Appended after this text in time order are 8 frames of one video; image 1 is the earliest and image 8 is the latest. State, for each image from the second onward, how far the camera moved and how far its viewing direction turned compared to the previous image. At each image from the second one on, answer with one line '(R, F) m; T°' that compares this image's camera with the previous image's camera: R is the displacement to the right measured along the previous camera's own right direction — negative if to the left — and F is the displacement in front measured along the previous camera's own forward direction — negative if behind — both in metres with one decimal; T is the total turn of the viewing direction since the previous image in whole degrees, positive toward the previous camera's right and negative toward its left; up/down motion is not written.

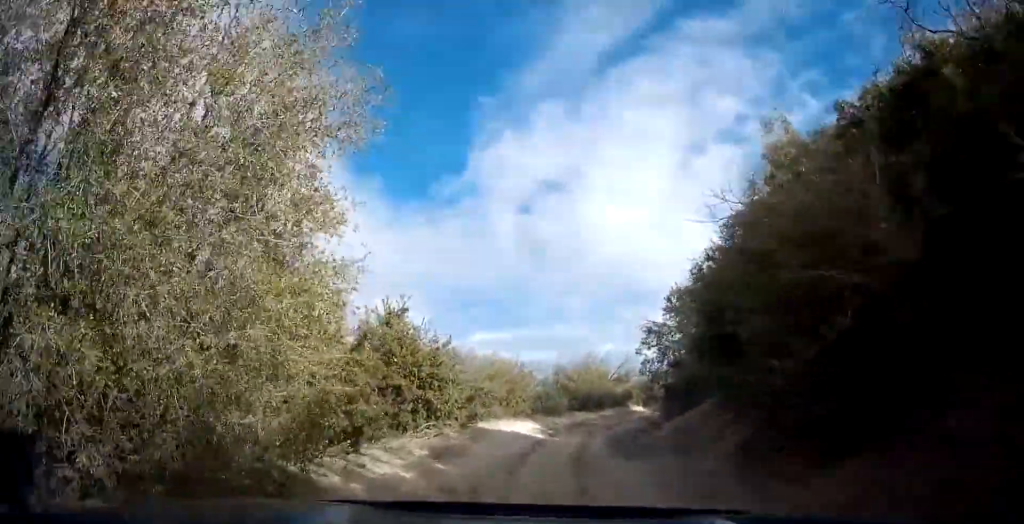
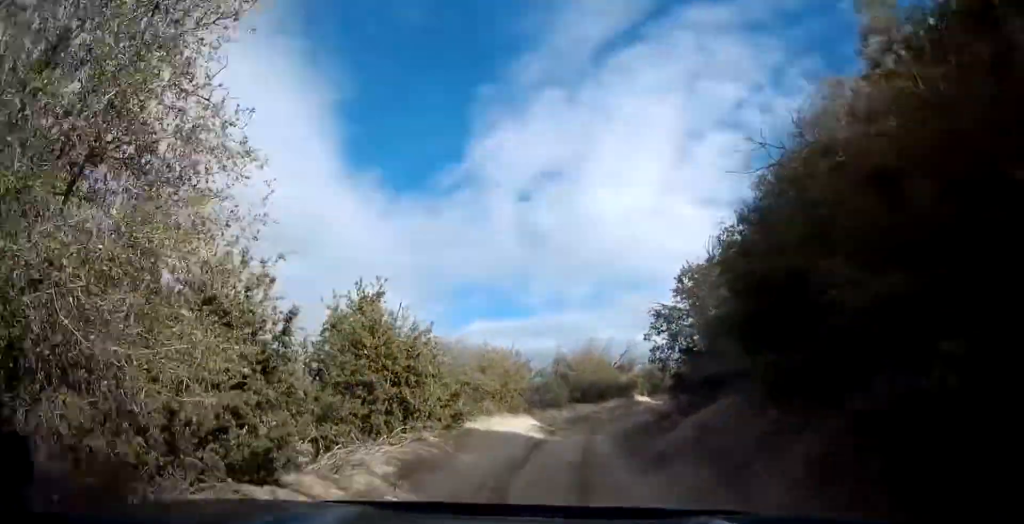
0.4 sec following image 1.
(0.0, +2.5) m; +1°
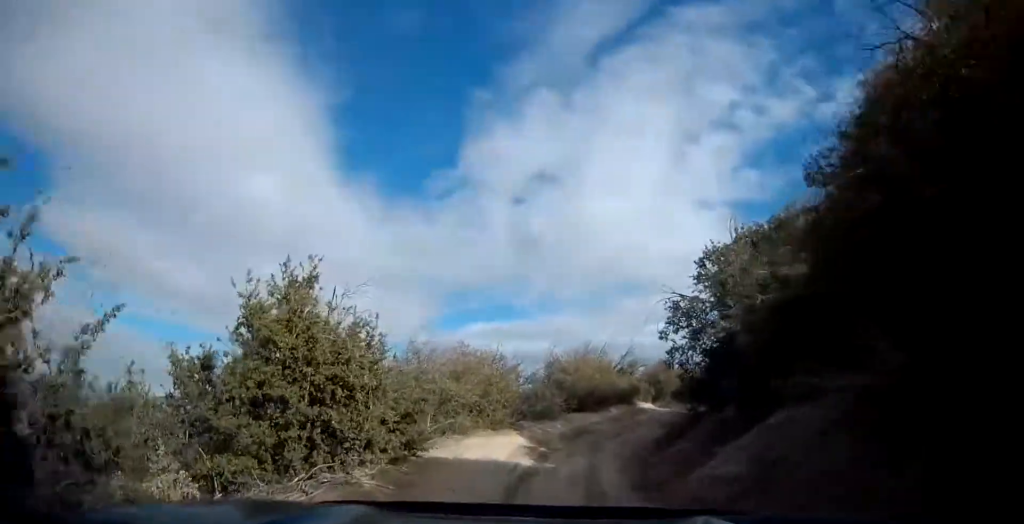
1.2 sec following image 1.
(+0.2, +4.5) m; +1°
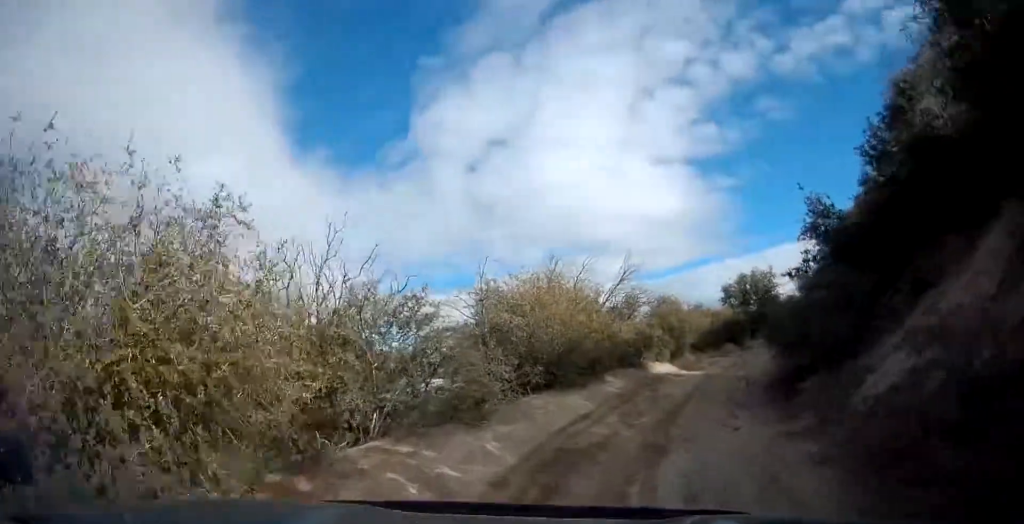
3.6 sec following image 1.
(-0.4, +14.9) m; +2°
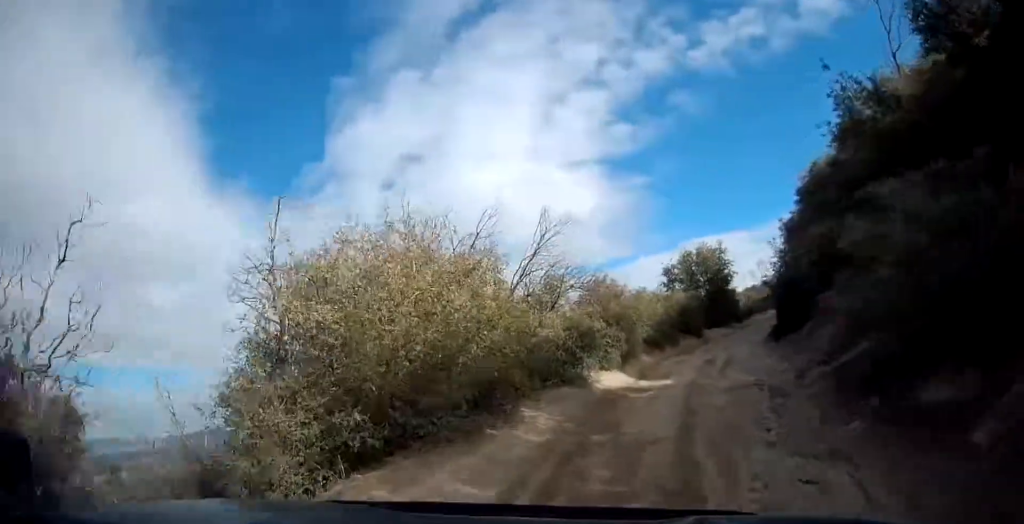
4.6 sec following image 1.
(+0.4, +7.2) m; +8°
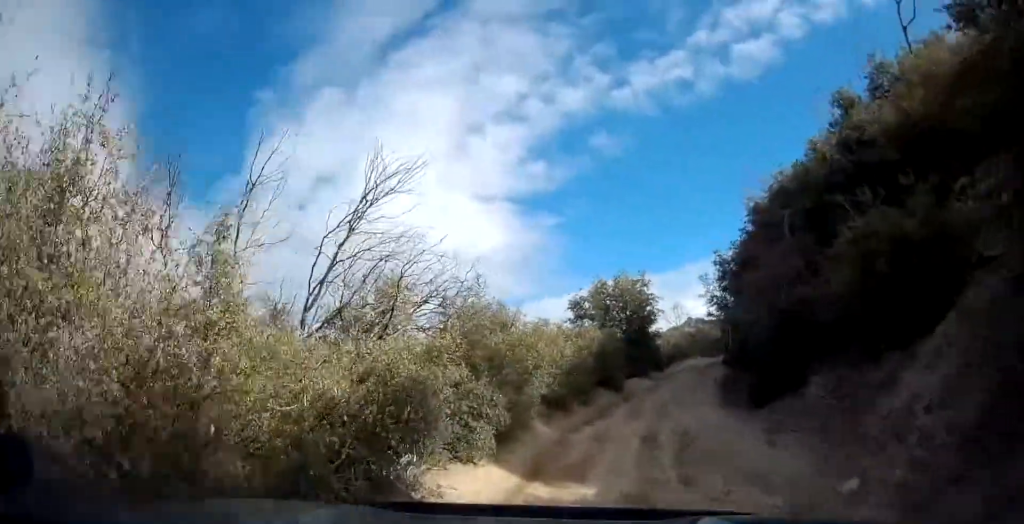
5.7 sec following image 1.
(+0.5, +7.2) m; +7°
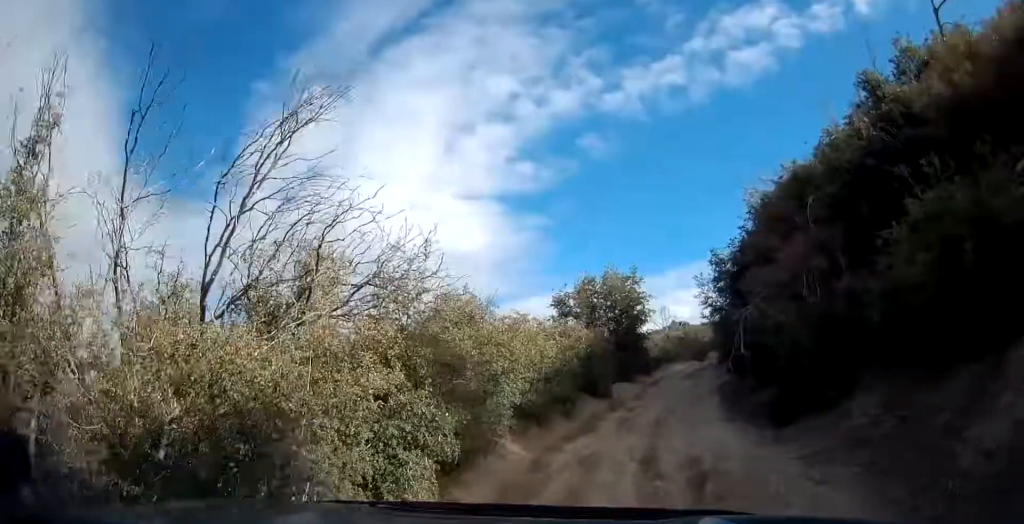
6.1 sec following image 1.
(+0.1, +2.7) m; +2°
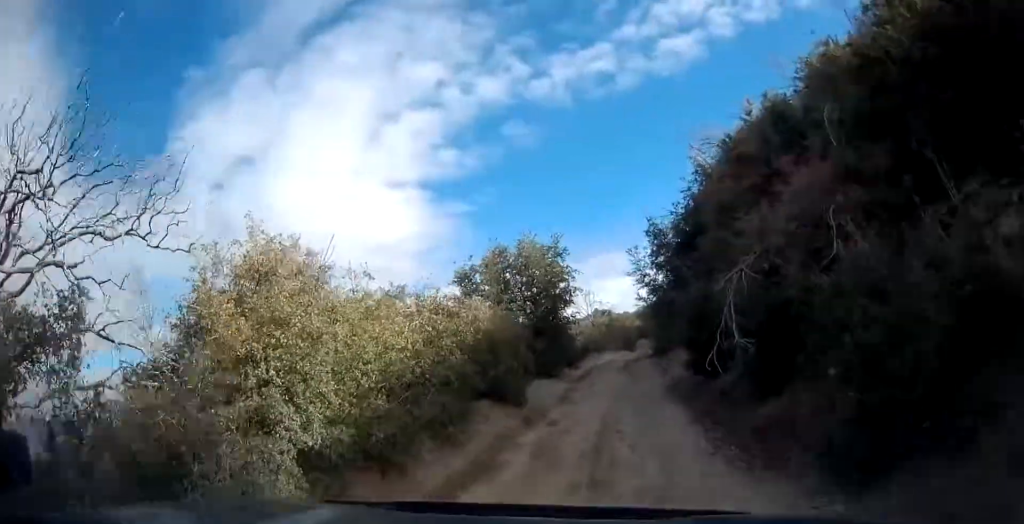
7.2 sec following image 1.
(+0.3, +5.9) m; +10°
